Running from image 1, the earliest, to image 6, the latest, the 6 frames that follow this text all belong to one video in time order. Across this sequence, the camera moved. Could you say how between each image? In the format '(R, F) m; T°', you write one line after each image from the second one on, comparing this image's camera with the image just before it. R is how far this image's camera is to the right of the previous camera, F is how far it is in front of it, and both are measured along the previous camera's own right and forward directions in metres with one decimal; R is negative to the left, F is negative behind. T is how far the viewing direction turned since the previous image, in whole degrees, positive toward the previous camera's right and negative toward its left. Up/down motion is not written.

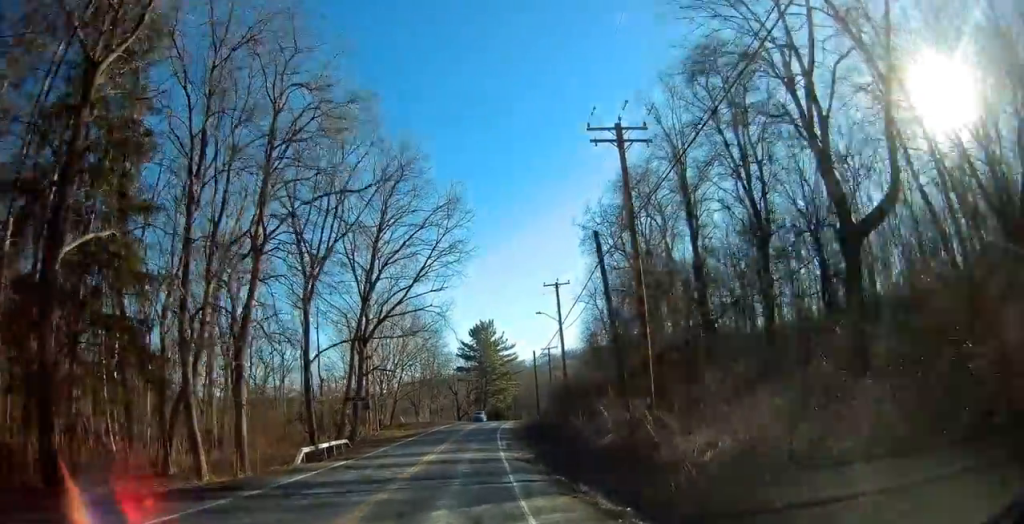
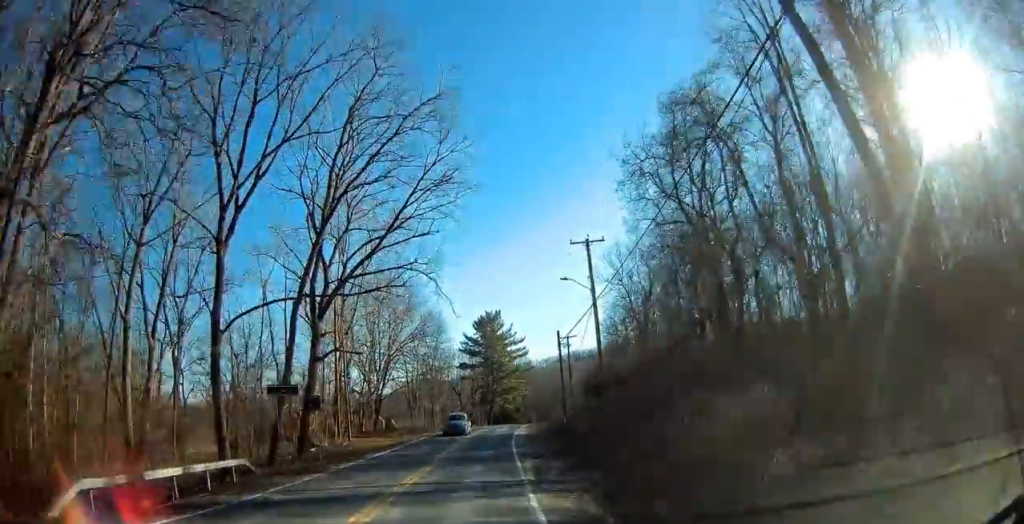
(+0.3, +13.7) m; +2°
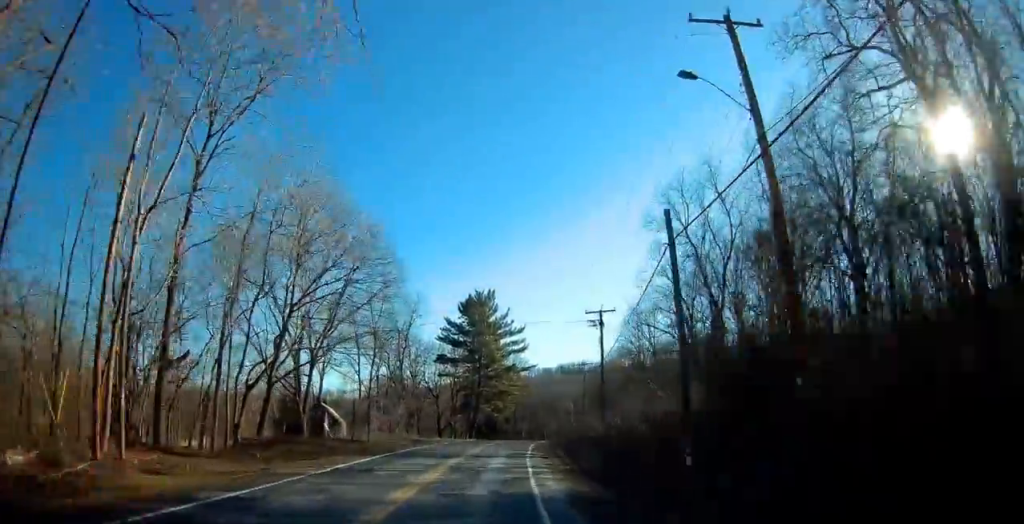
(+0.4, +26.6) m; +1°
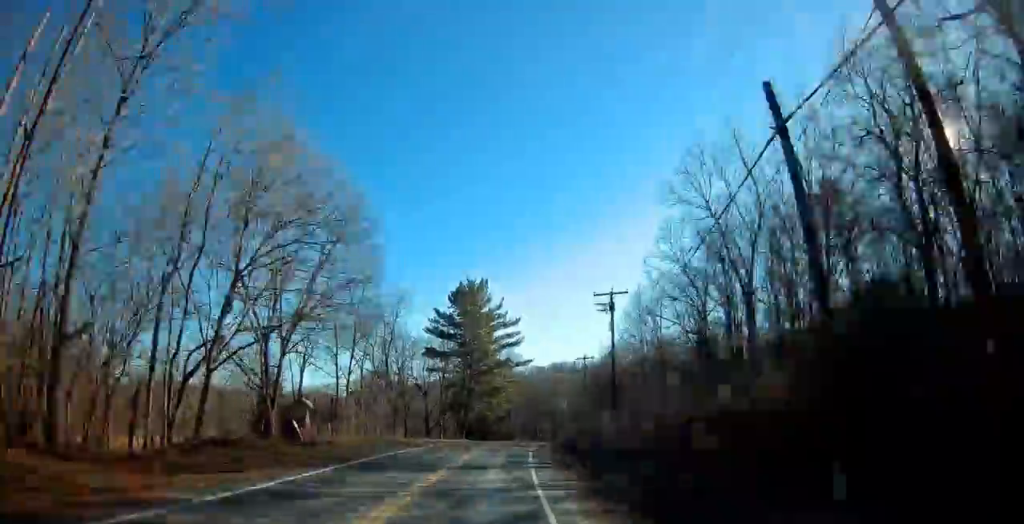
(0.0, +6.5) m; +1°
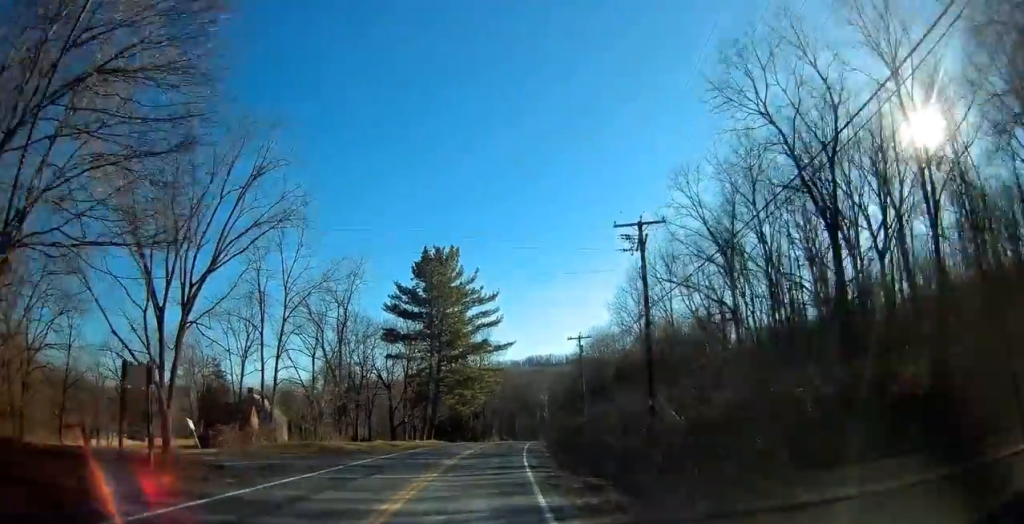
(+0.1, +13.8) m; +2°
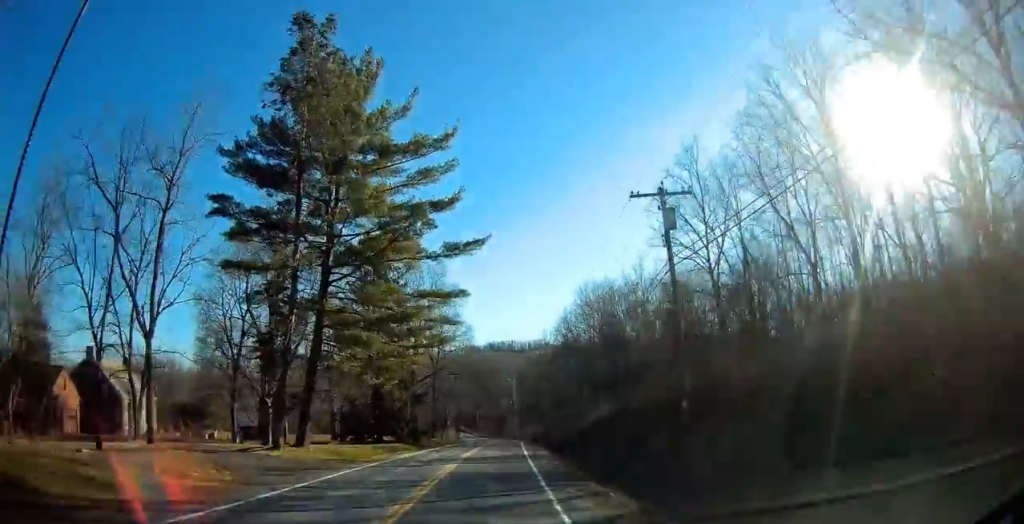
(+1.0, +36.1) m; +3°
